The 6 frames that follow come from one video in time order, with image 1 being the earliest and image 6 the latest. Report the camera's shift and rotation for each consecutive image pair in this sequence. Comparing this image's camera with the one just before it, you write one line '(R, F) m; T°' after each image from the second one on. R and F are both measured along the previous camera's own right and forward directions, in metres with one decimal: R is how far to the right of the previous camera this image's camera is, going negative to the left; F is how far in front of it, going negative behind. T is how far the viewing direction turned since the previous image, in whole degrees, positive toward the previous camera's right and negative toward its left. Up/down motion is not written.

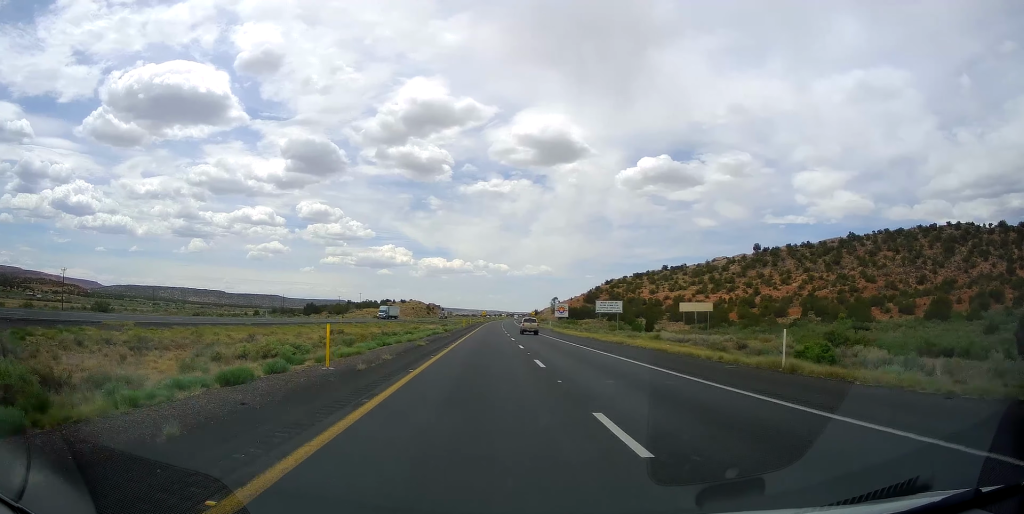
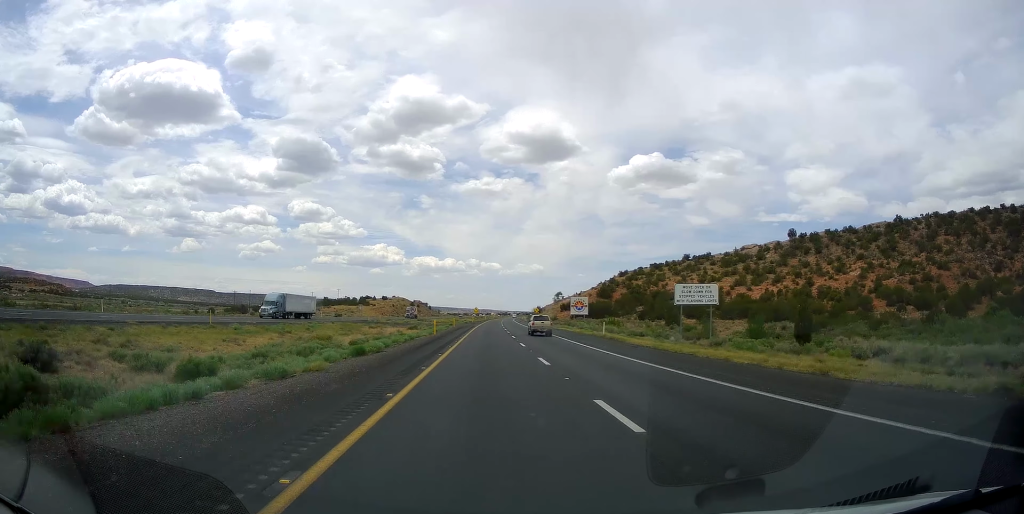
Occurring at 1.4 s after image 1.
(0.0, +47.8) m; +1°
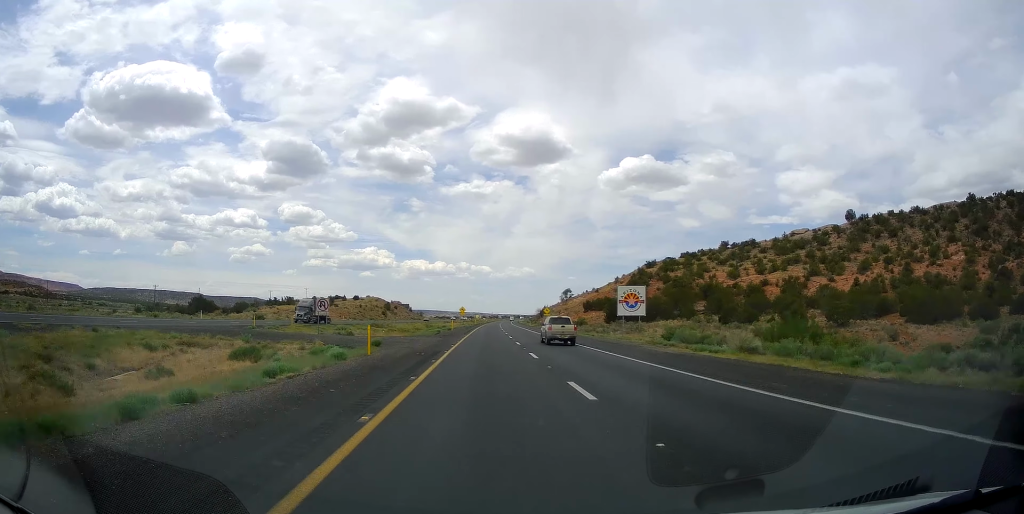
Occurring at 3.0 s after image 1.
(+1.1, +57.2) m; +1°
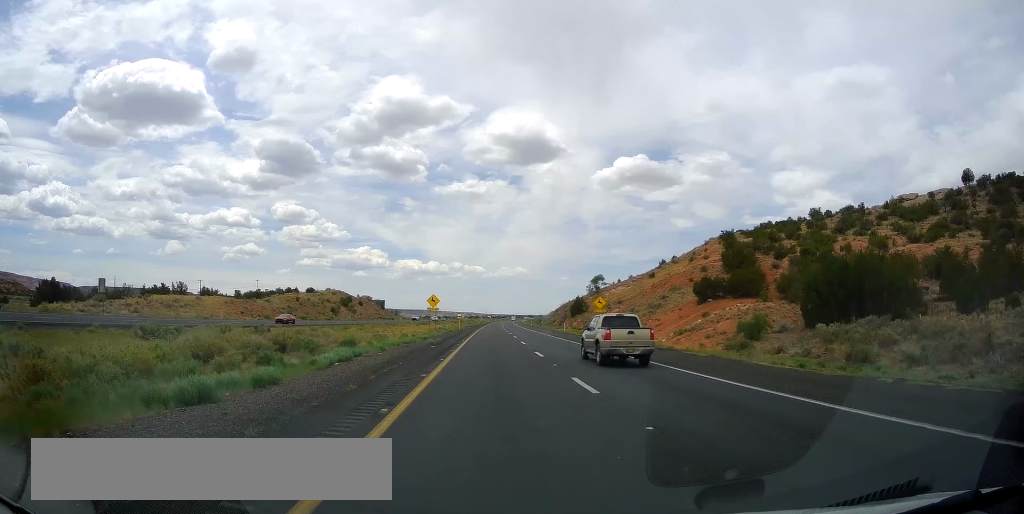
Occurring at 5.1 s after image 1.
(+0.6, +72.4) m; +1°
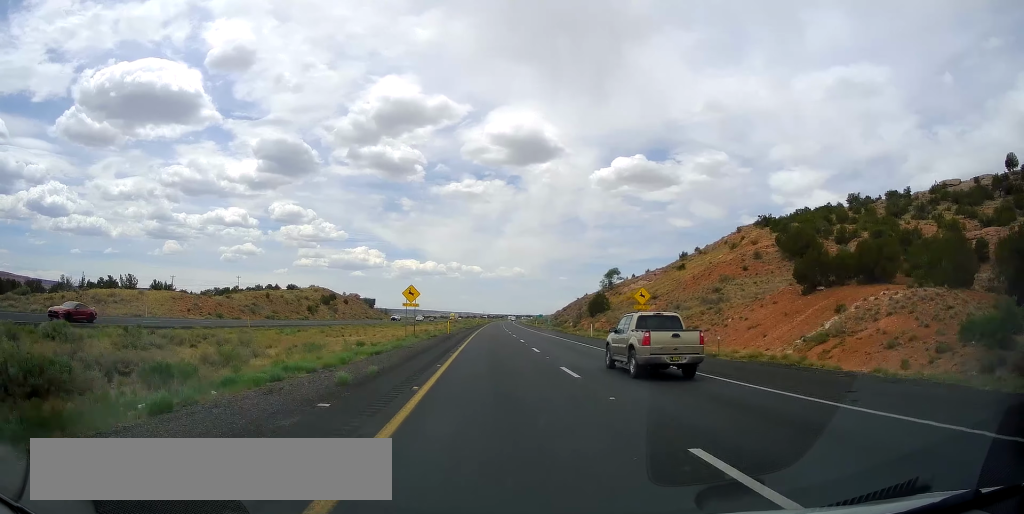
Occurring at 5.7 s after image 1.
(+0.2, +21.1) m; 0°
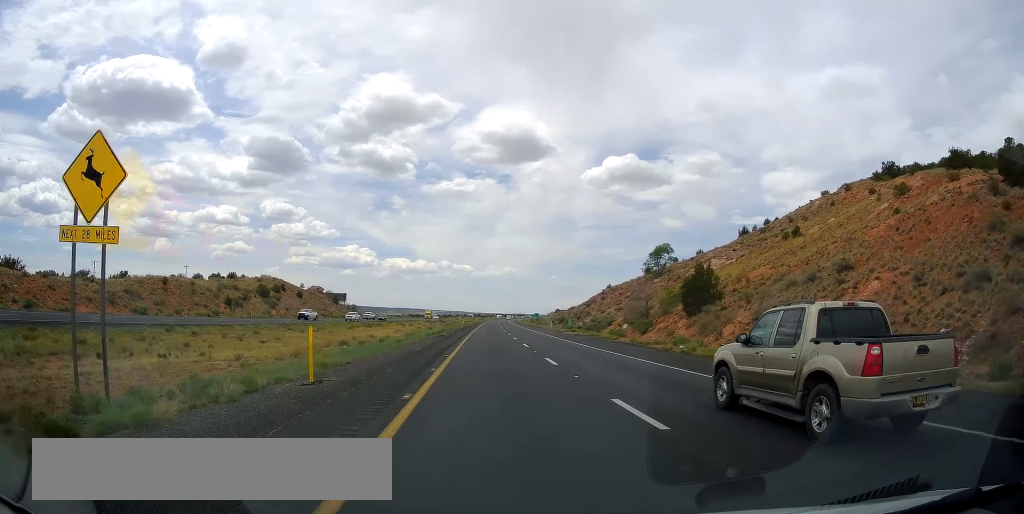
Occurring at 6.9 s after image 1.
(-0.1, +44.1) m; 0°
